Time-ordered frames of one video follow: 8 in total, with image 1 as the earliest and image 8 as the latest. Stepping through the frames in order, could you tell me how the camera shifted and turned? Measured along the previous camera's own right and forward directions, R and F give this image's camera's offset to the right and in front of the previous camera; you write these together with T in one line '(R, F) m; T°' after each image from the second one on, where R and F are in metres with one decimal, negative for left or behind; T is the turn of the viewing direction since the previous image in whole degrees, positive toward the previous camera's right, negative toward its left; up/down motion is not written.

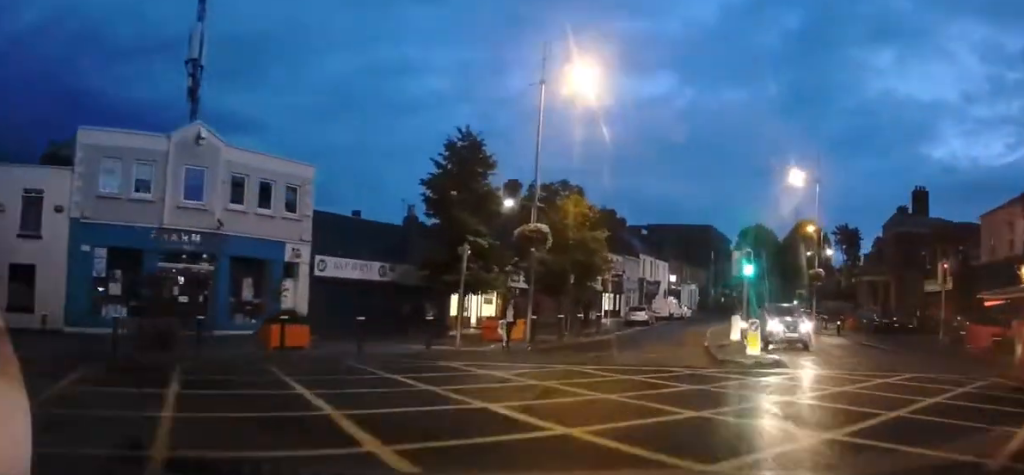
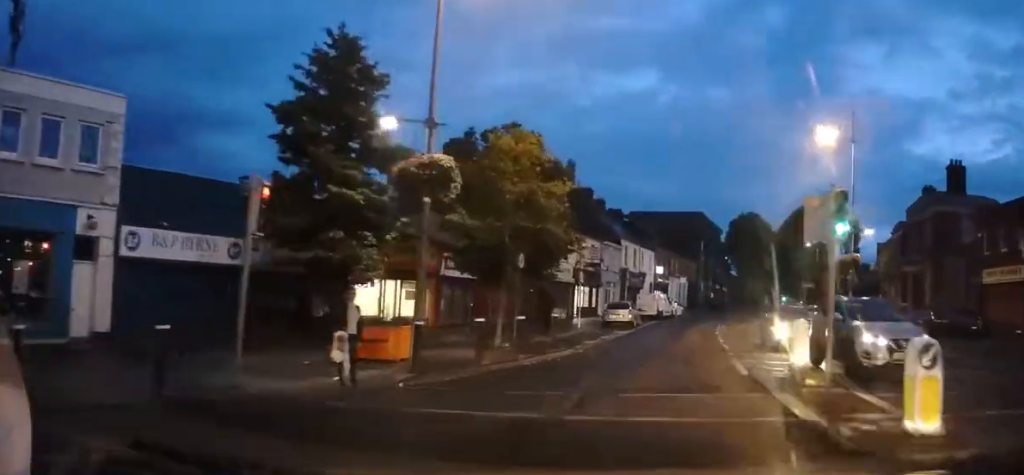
(+0.2, +10.6) m; +3°
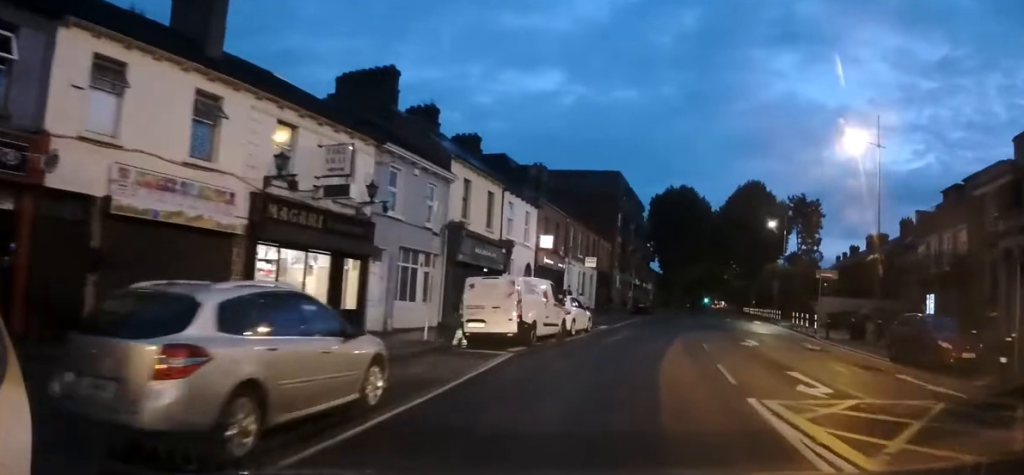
(+1.4, +29.7) m; +5°
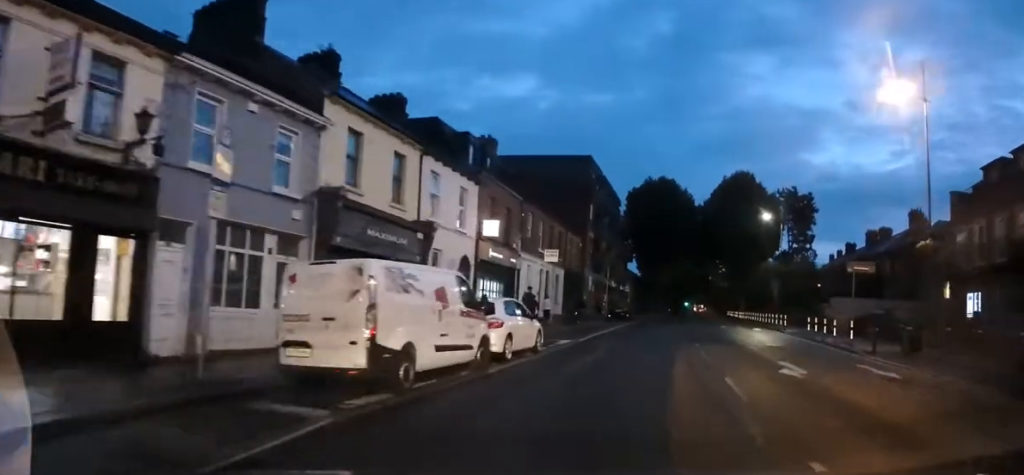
(+0.2, +8.4) m; +2°
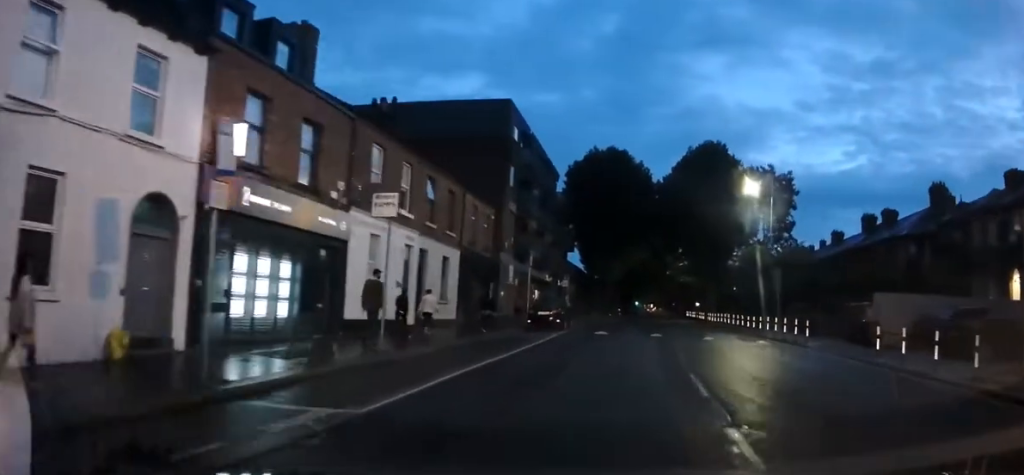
(+0.7, +15.2) m; +5°
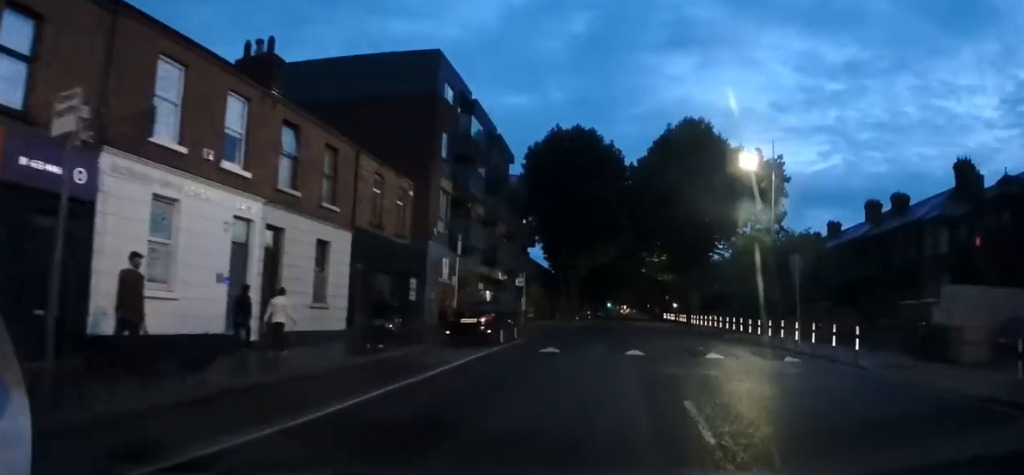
(+0.3, +8.8) m; +2°
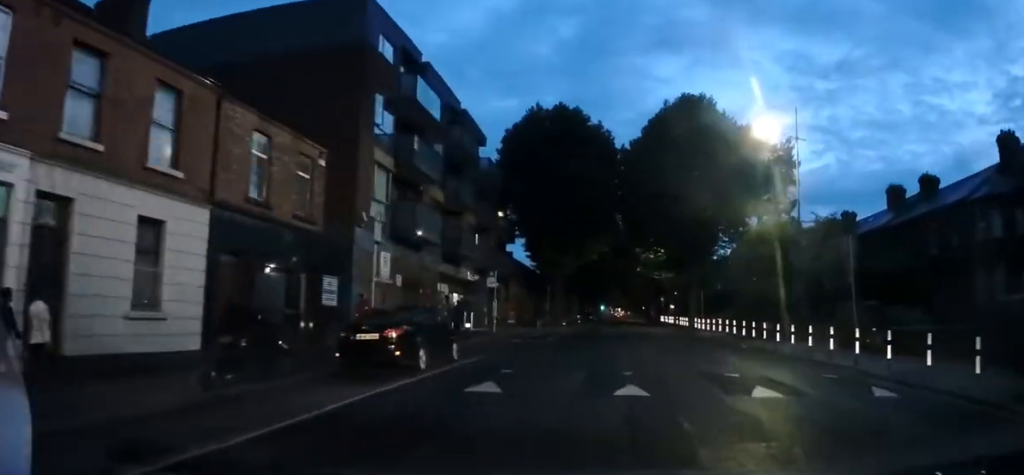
(0.0, +7.2) m; +1°
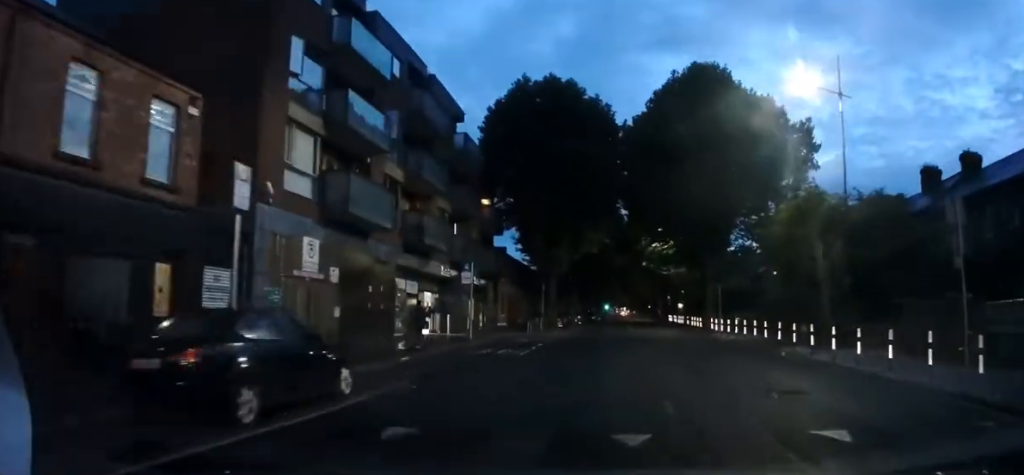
(0.0, +6.5) m; 0°
